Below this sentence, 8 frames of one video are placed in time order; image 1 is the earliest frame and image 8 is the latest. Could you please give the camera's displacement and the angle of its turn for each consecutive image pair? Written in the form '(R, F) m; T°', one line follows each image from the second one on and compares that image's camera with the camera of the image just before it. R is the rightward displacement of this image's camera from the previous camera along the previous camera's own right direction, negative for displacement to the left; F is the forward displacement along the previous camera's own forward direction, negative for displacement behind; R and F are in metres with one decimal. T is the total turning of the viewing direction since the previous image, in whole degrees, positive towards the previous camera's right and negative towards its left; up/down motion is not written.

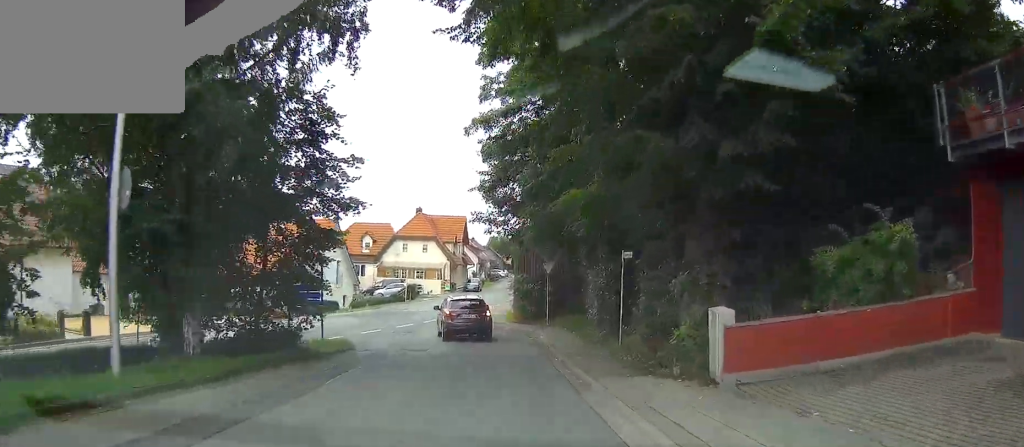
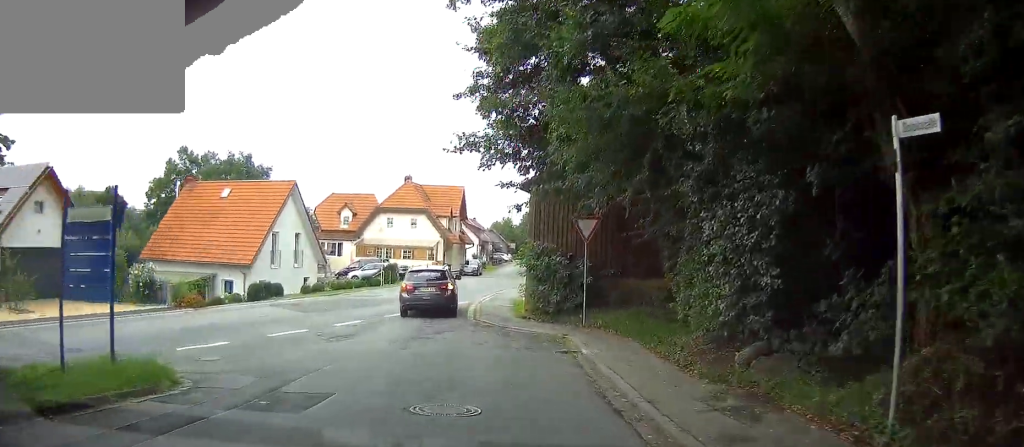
(0.0, +15.1) m; -1°
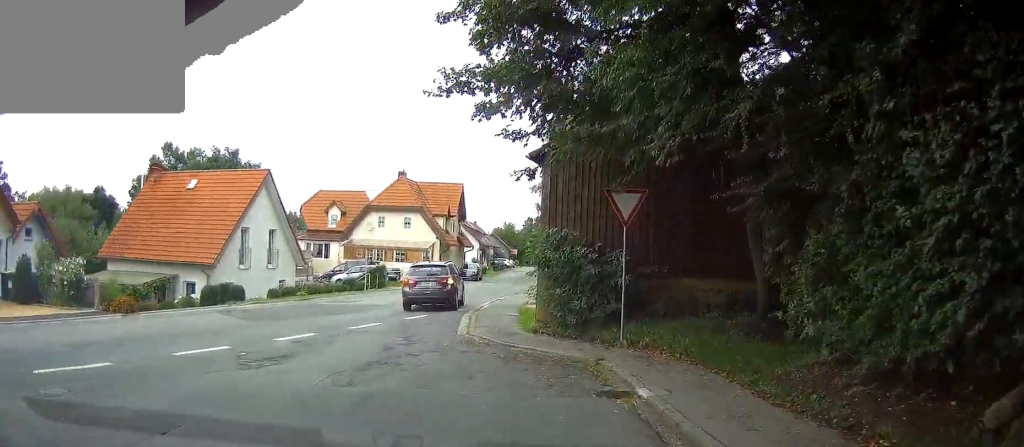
(0.0, +6.9) m; -1°
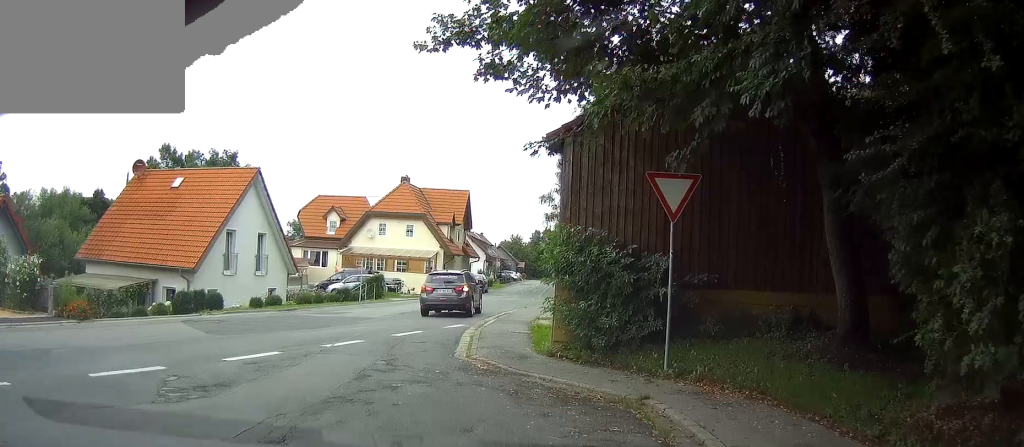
(-0.1, +3.6) m; -1°
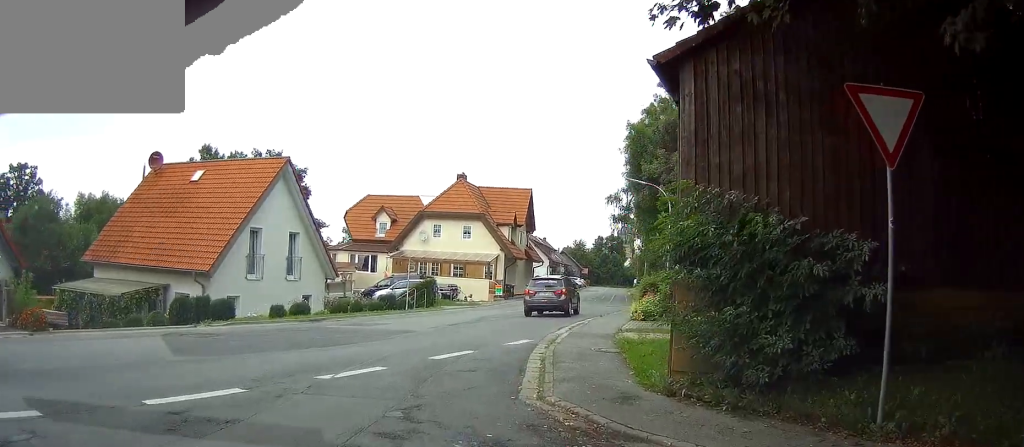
(-0.1, +5.4) m; -4°
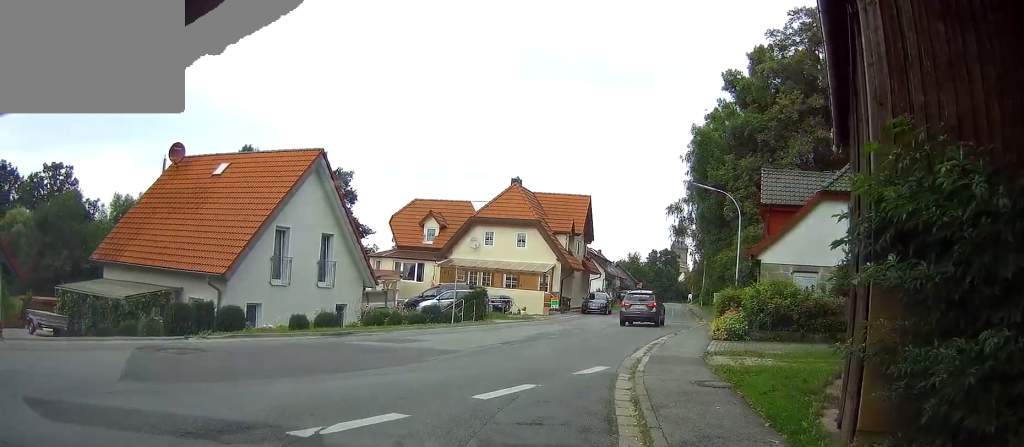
(-0.2, +3.9) m; -4°
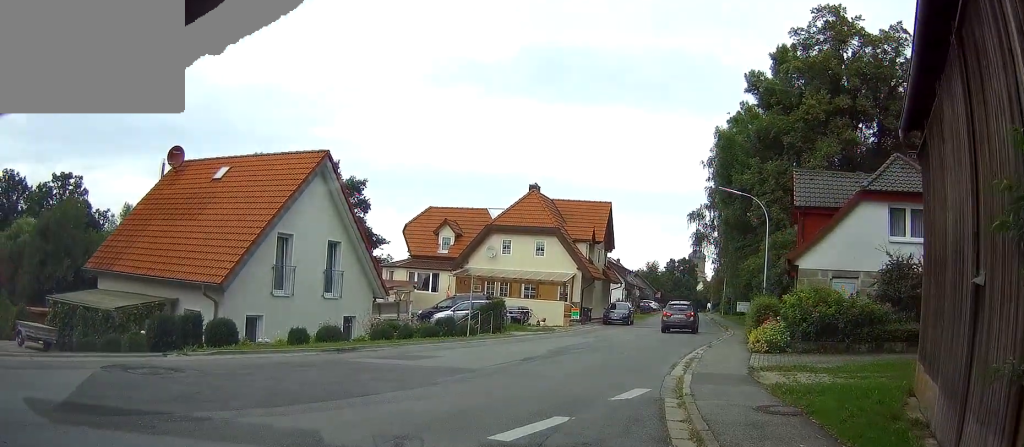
(-0.1, +2.5) m; -3°
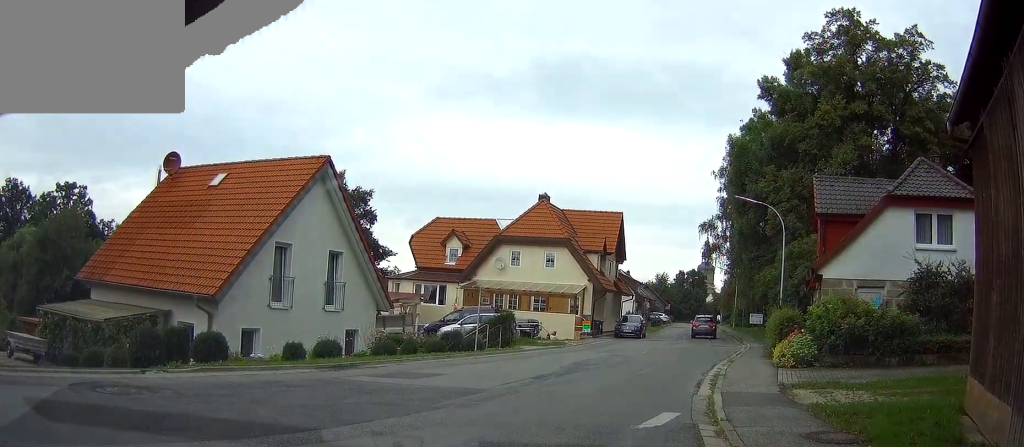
(-0.1, +2.4) m; -2°
